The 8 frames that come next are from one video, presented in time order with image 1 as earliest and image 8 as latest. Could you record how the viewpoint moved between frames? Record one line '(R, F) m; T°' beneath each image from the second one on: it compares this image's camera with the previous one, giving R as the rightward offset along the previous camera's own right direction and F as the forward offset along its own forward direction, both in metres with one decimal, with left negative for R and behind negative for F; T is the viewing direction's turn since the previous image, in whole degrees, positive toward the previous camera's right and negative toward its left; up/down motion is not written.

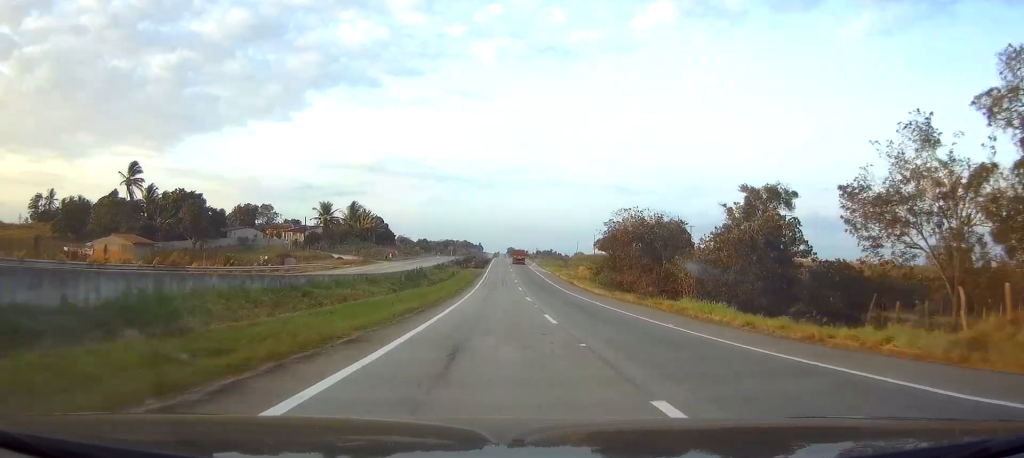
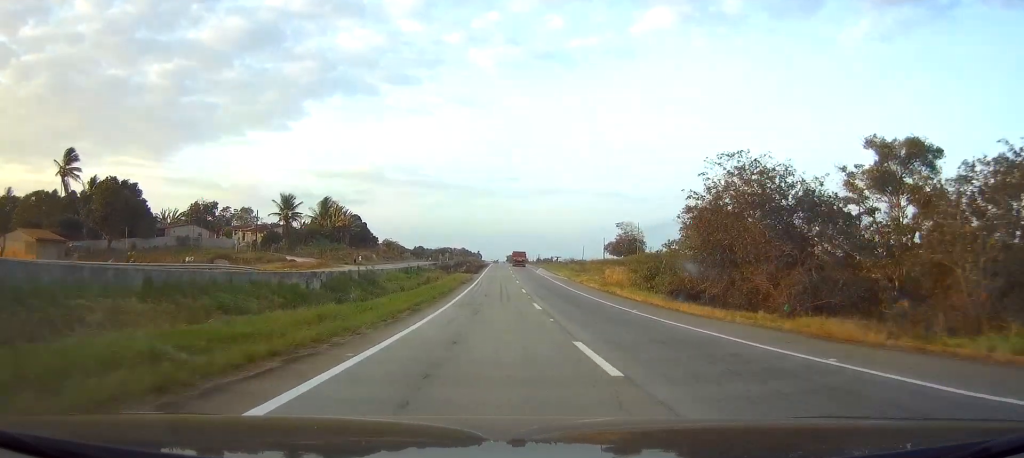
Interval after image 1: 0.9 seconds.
(+0.1, +27.1) m; 0°
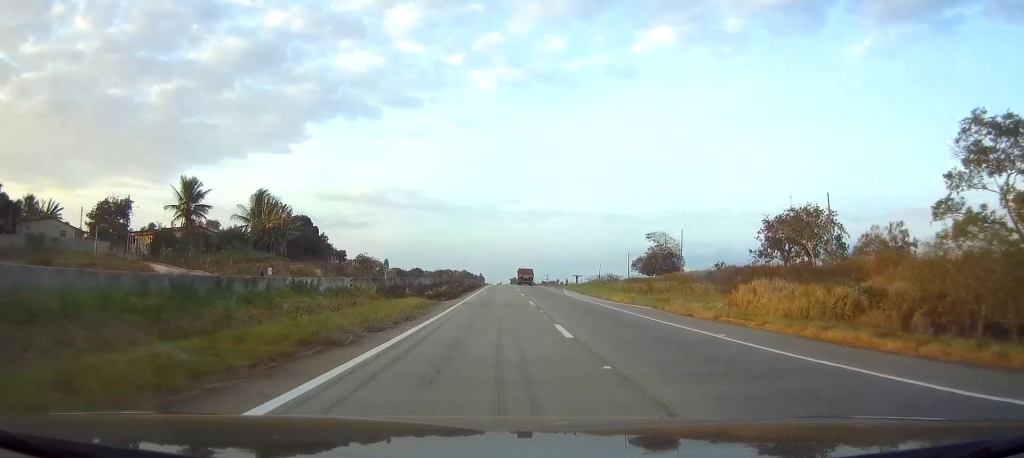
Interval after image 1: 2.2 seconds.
(0.0, +42.0) m; 0°
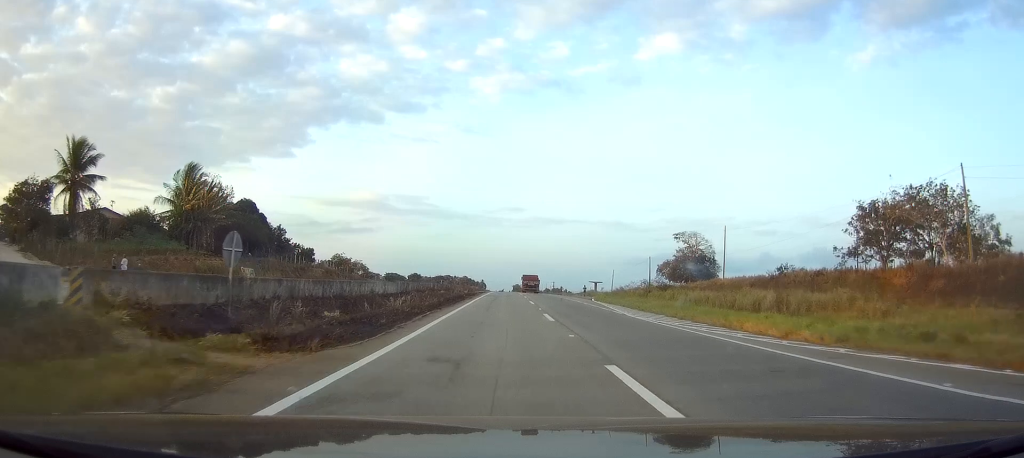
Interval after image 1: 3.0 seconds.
(0.0, +26.6) m; 0°
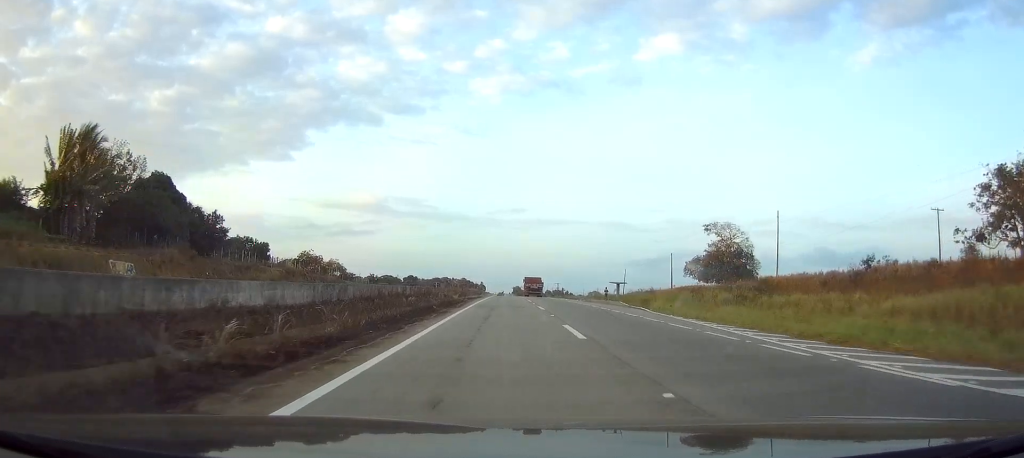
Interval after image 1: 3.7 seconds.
(0.0, +23.6) m; 0°
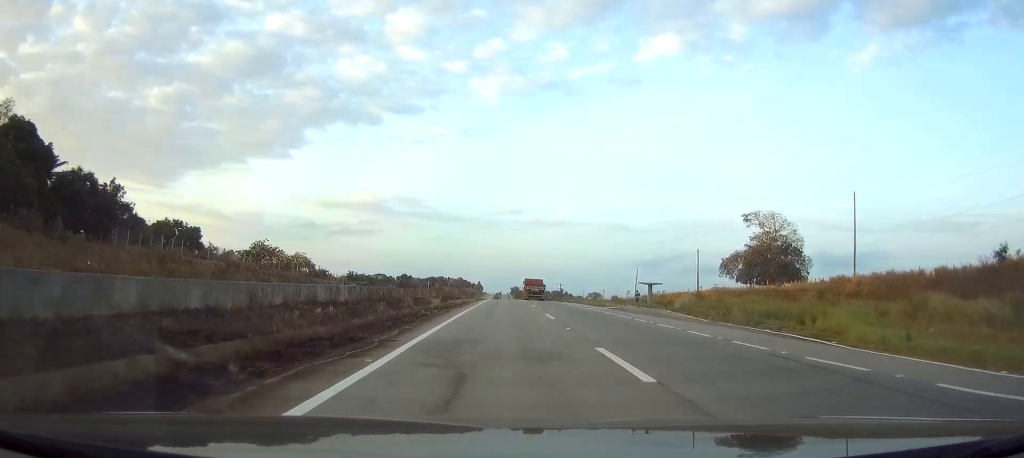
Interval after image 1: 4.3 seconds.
(-0.1, +22.8) m; 0°
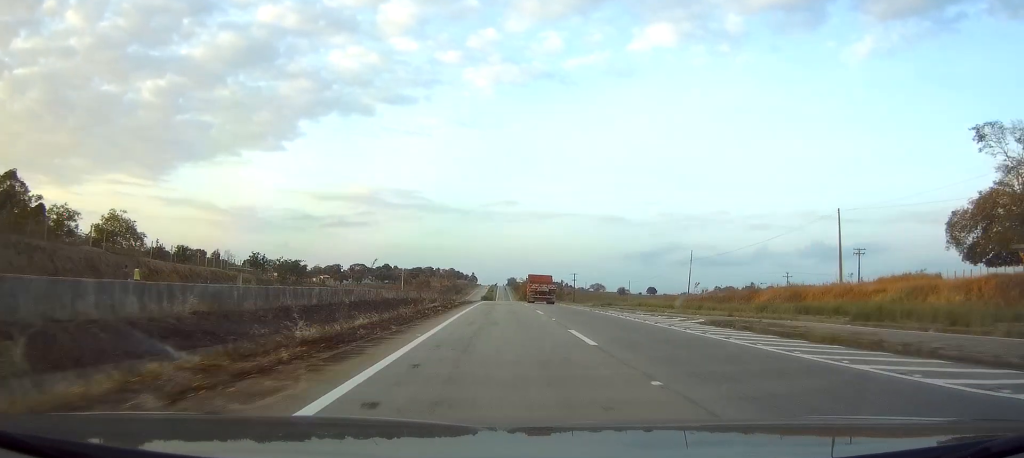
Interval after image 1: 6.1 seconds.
(+0.2, +60.5) m; 0°
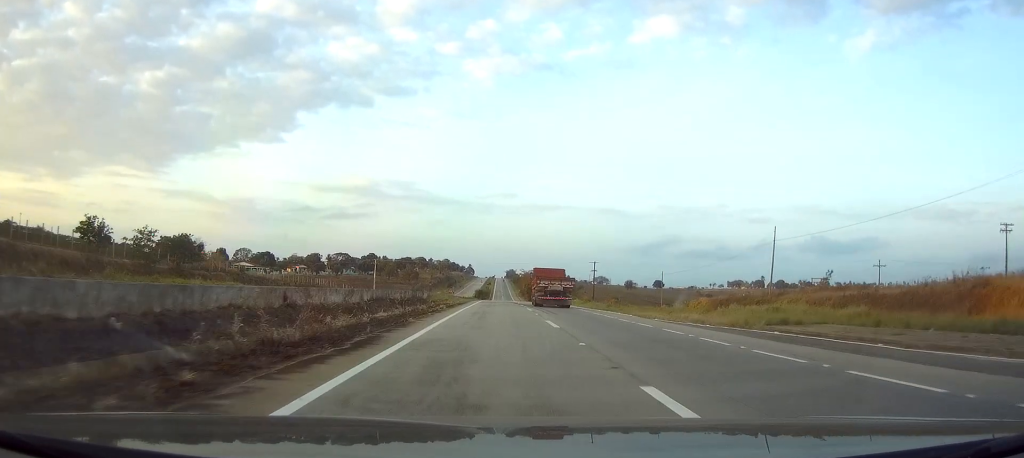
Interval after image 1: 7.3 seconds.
(+0.1, +43.6) m; 0°
